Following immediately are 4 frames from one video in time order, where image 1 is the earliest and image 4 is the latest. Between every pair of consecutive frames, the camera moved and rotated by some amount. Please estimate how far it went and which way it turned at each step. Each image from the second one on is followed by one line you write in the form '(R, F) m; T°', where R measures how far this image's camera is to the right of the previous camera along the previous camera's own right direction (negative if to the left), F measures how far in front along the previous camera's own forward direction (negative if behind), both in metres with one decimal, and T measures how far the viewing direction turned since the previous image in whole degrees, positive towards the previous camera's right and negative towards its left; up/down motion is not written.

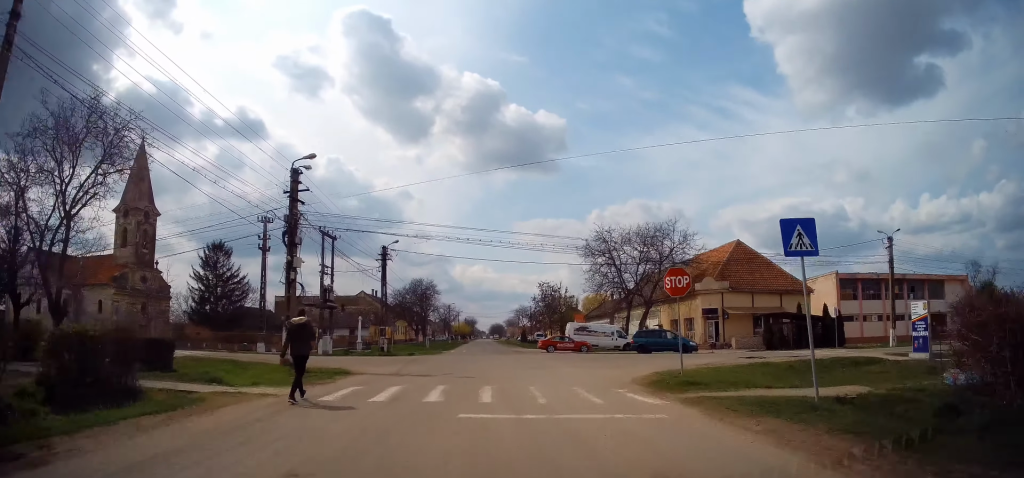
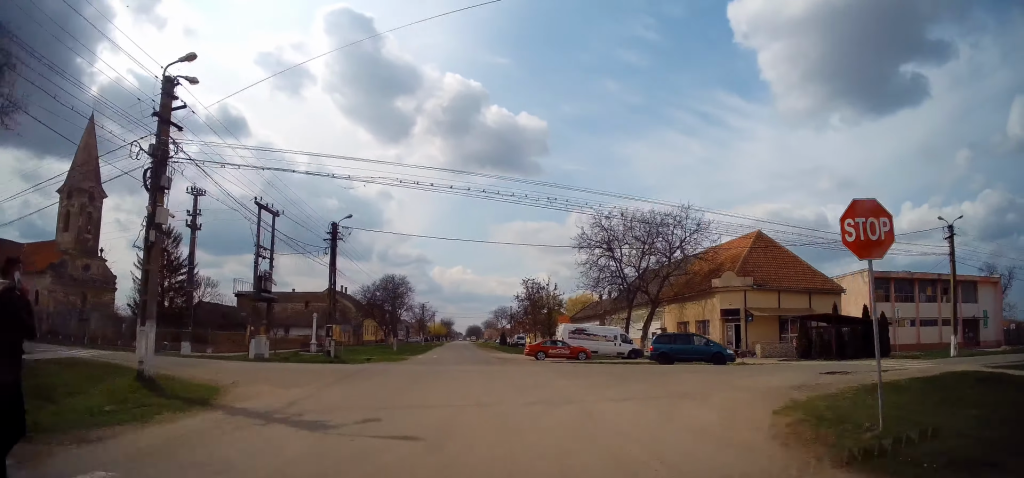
(+0.2, +9.1) m; -1°
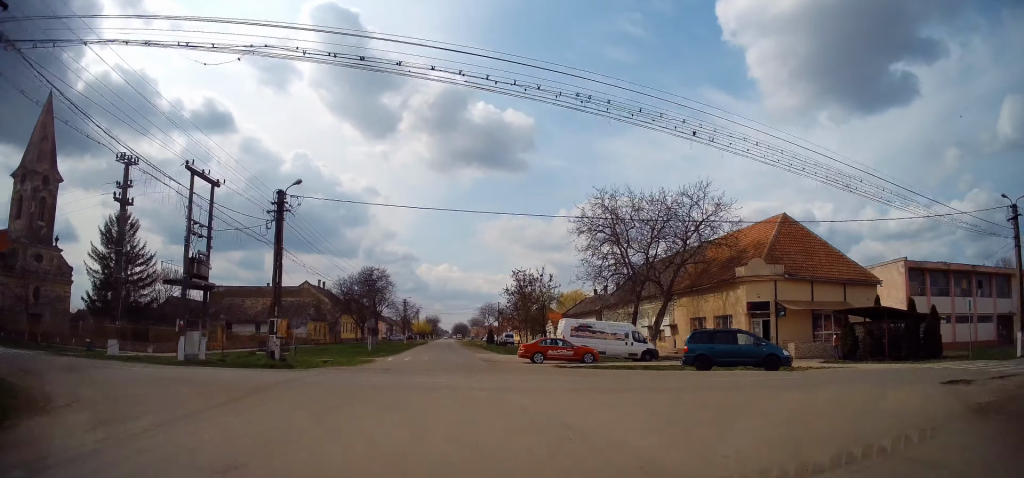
(-0.1, +6.1) m; +2°
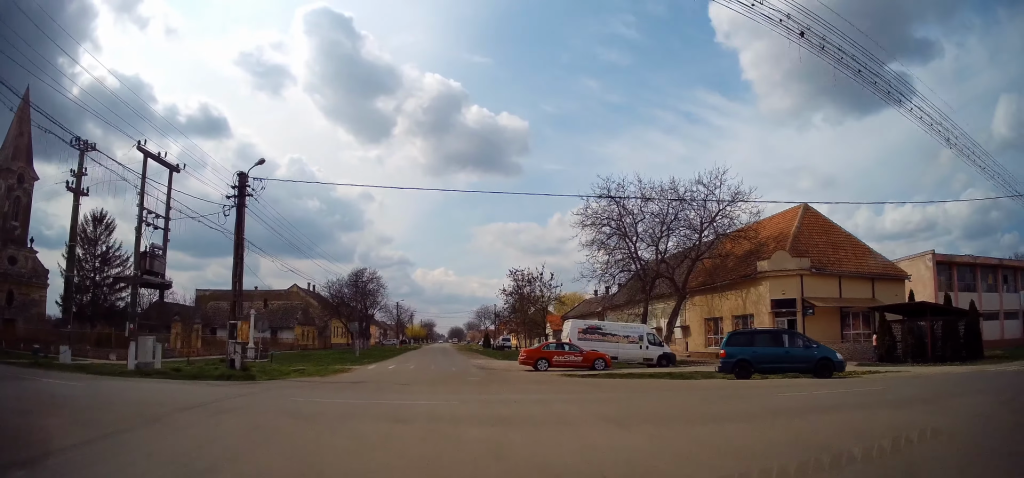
(+0.2, +4.1) m; +3°
